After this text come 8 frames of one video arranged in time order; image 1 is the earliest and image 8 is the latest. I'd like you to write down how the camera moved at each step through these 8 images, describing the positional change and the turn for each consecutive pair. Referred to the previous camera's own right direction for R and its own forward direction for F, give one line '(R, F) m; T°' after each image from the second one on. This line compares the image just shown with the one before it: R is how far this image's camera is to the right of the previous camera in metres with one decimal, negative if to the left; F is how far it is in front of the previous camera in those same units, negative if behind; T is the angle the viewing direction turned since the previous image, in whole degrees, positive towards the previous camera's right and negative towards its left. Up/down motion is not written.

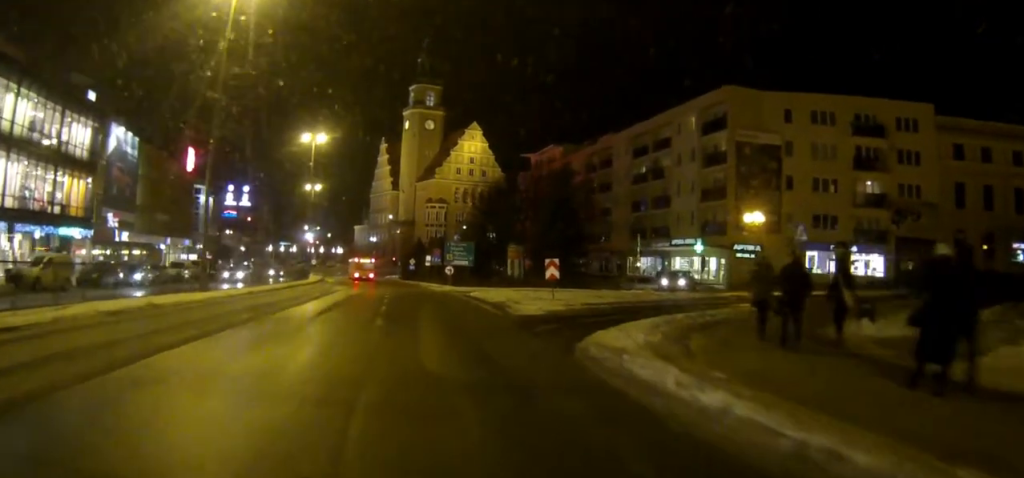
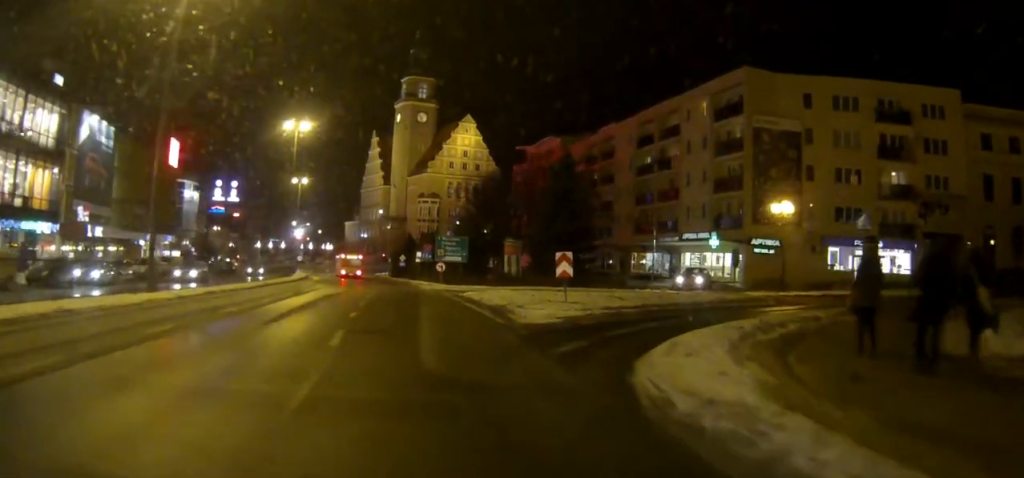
(0.0, +5.1) m; +1°
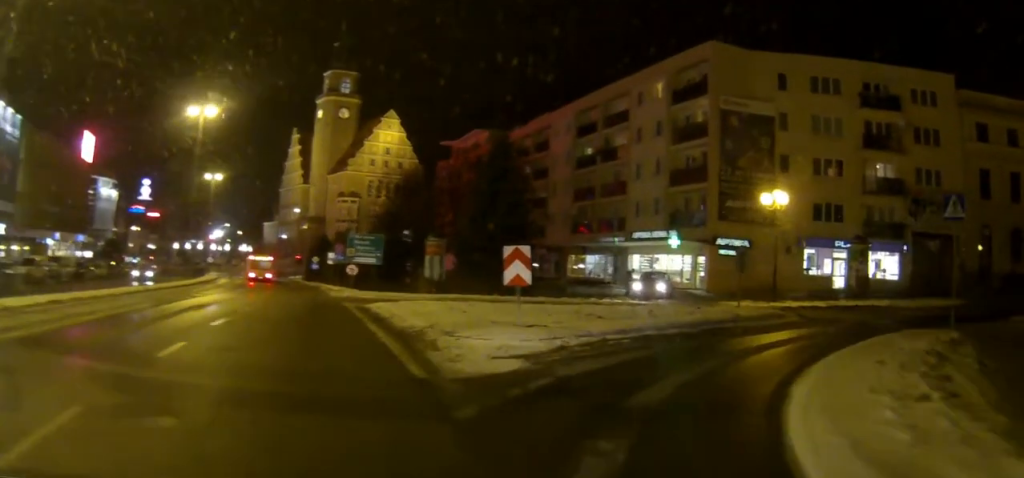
(+0.2, +8.7) m; +7°
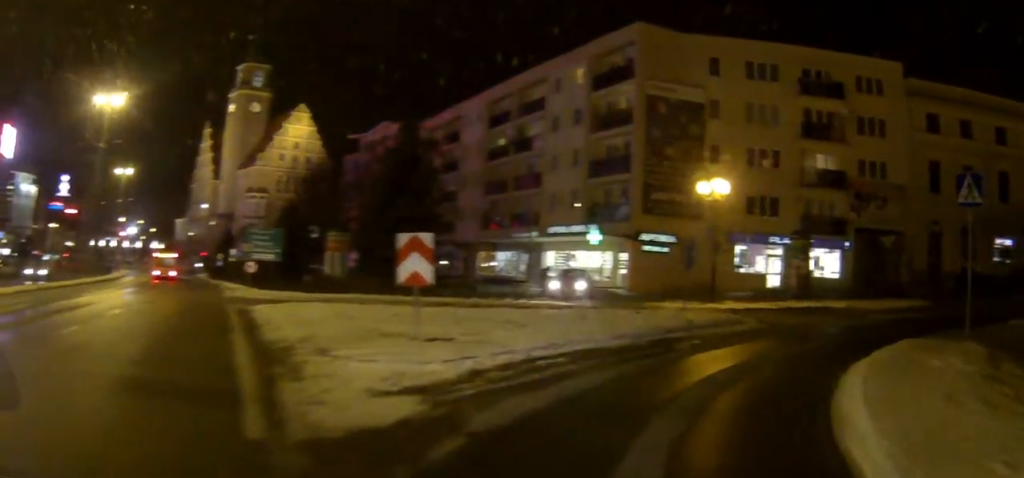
(+0.3, +3.4) m; +6°
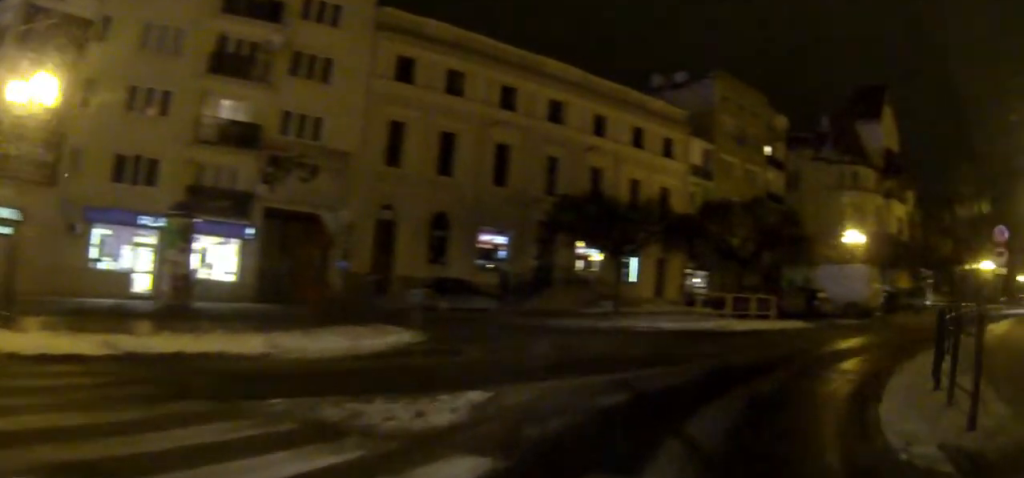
(+5.2, +13.8) m; +48°
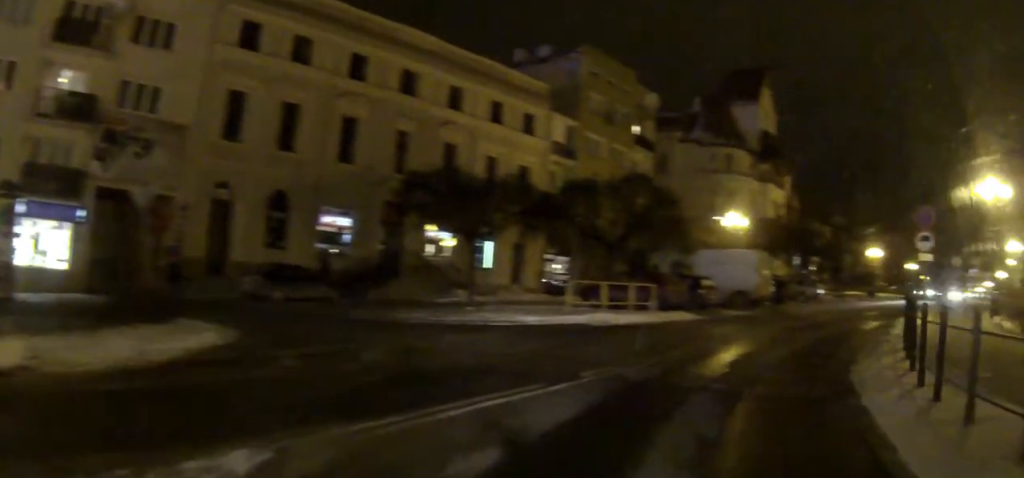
(+0.3, +3.4) m; +13°
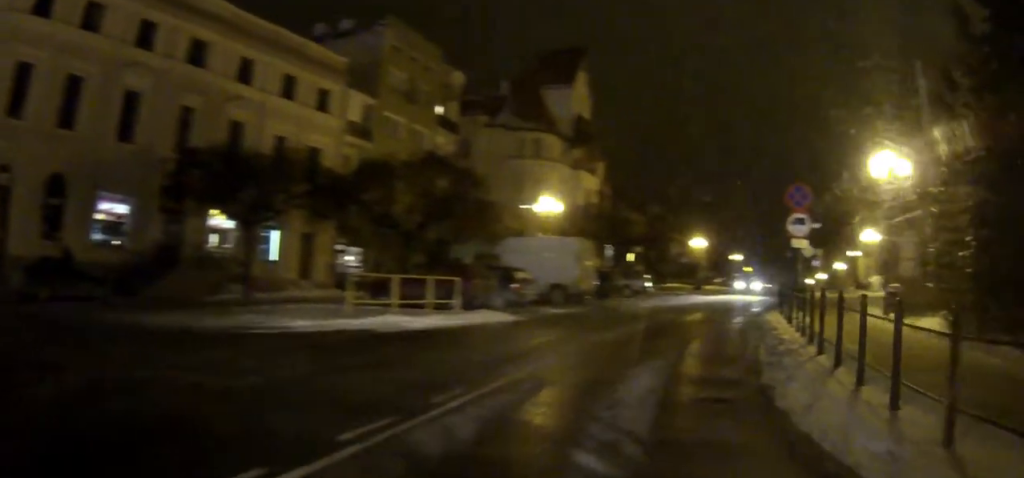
(+0.7, +4.0) m; +14°
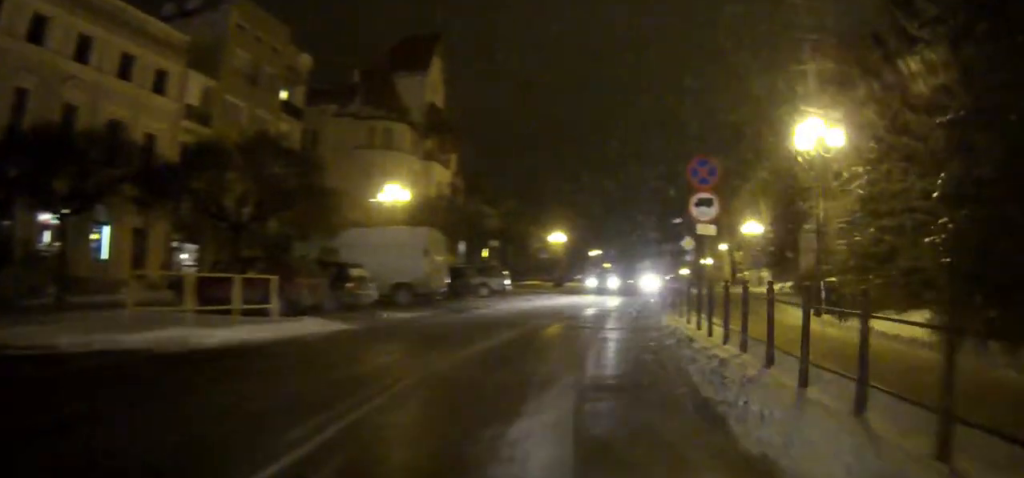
(+0.4, +4.0) m; +10°
